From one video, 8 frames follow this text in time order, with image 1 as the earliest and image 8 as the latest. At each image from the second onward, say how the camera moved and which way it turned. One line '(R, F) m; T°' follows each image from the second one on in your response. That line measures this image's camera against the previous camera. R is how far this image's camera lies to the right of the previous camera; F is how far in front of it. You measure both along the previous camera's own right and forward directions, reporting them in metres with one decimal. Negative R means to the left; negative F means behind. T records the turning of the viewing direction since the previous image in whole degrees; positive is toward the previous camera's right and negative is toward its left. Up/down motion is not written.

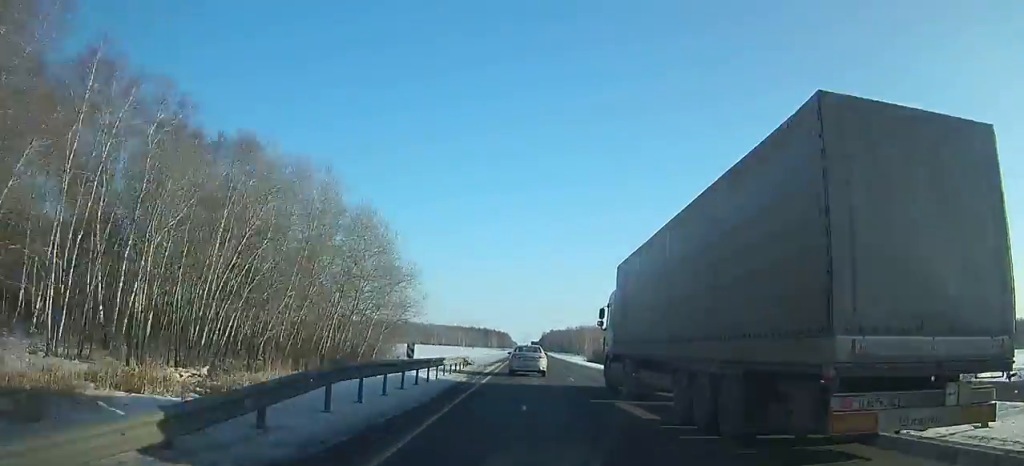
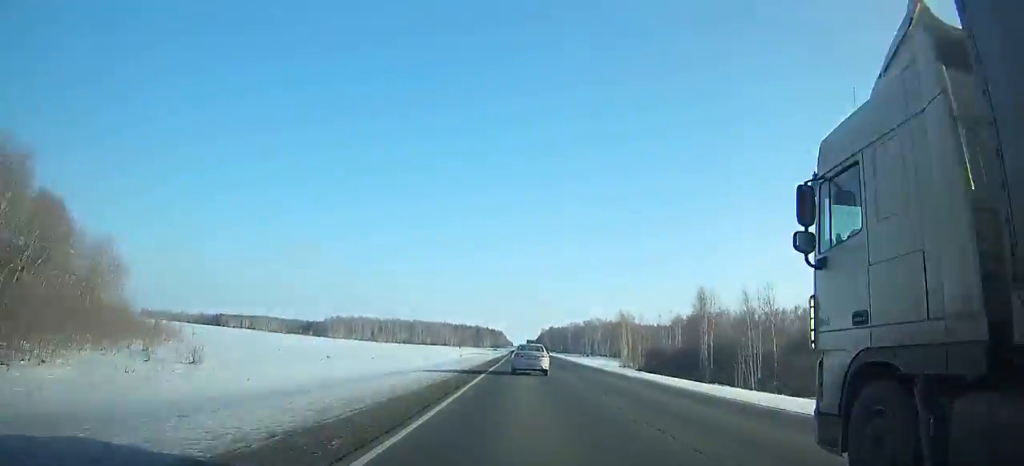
(+0.2, +62.1) m; 0°
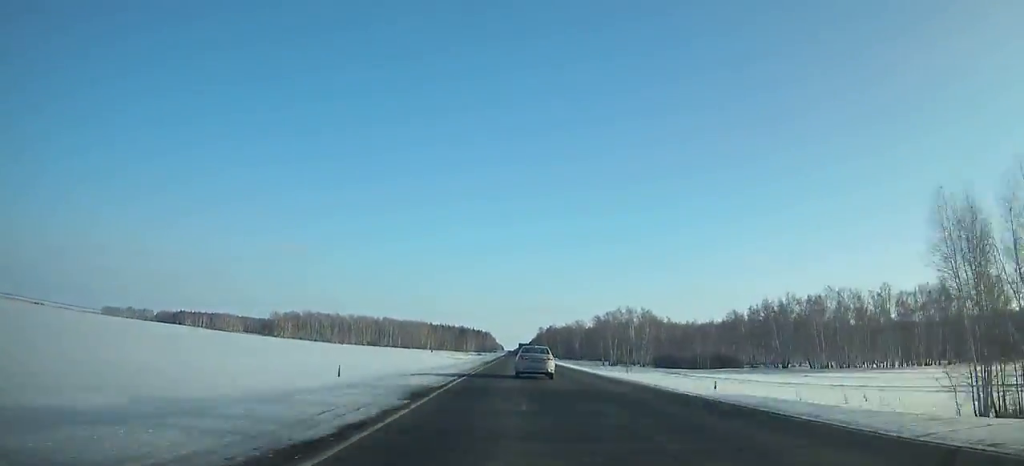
(+0.3, +81.4) m; 0°
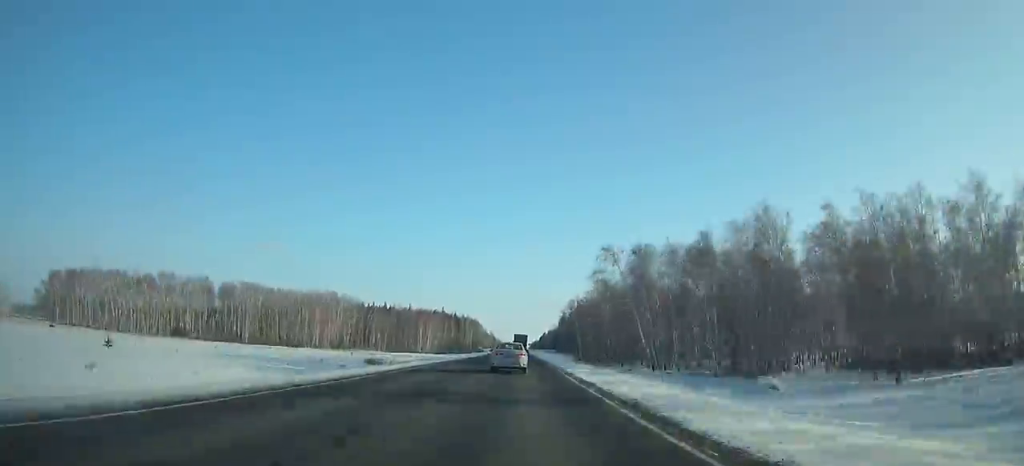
(-0.3, +219.8) m; -1°
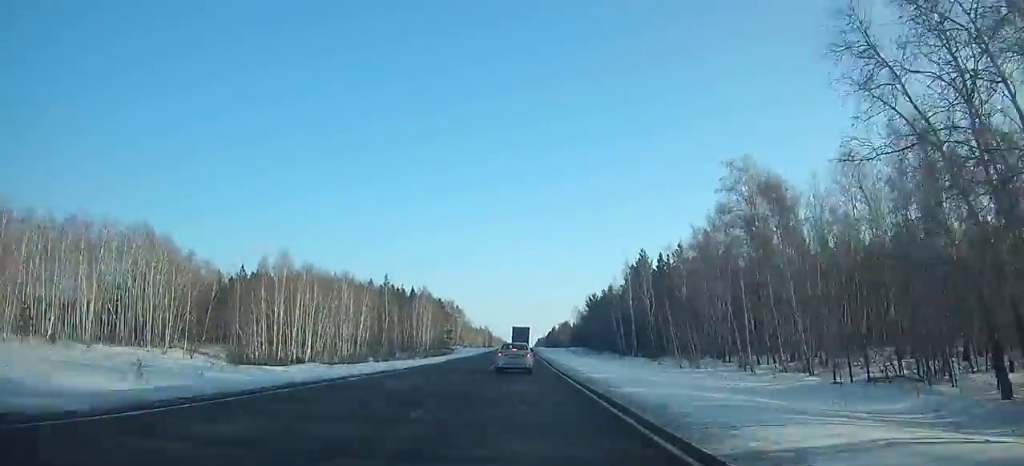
(-0.4, +119.9) m; 0°
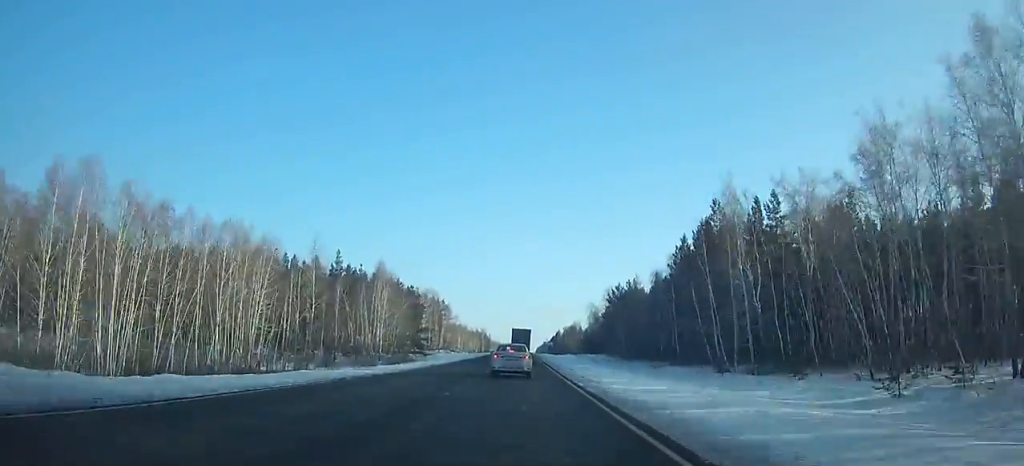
(-0.1, +42.0) m; 0°
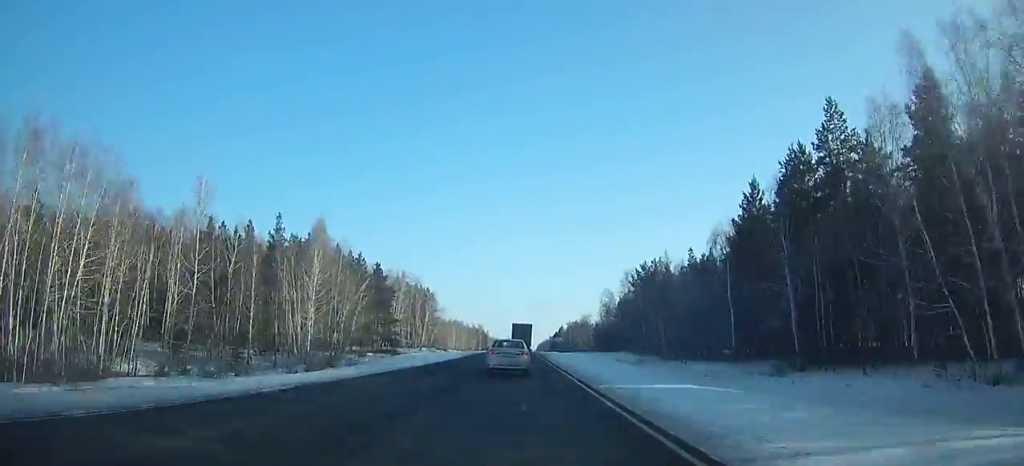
(0.0, +28.9) m; 0°
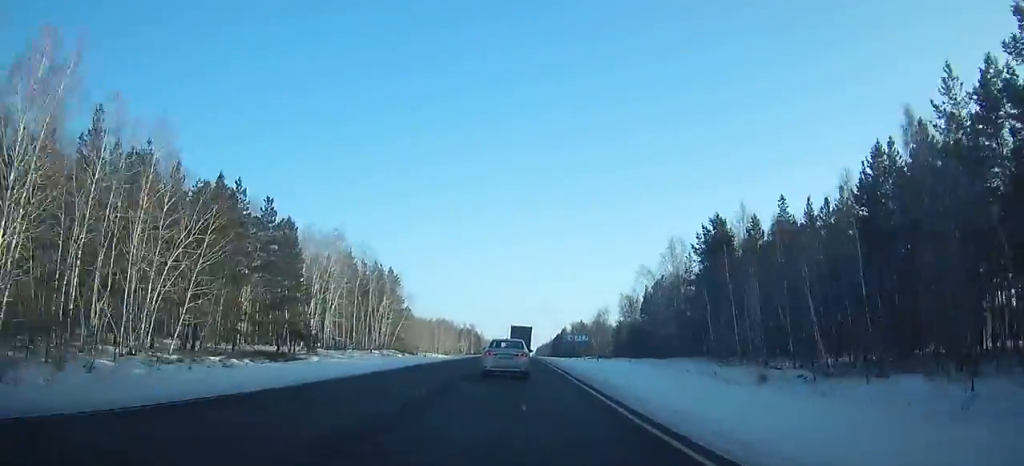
(+0.1, +41.3) m; 0°
